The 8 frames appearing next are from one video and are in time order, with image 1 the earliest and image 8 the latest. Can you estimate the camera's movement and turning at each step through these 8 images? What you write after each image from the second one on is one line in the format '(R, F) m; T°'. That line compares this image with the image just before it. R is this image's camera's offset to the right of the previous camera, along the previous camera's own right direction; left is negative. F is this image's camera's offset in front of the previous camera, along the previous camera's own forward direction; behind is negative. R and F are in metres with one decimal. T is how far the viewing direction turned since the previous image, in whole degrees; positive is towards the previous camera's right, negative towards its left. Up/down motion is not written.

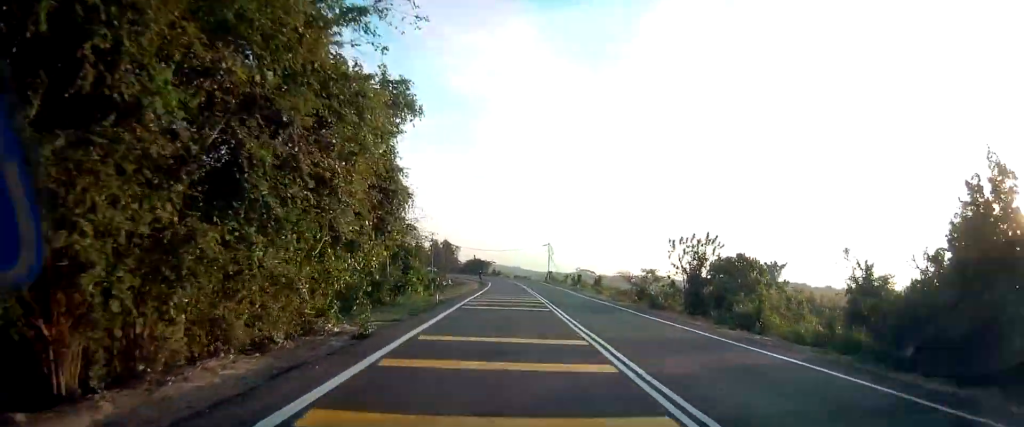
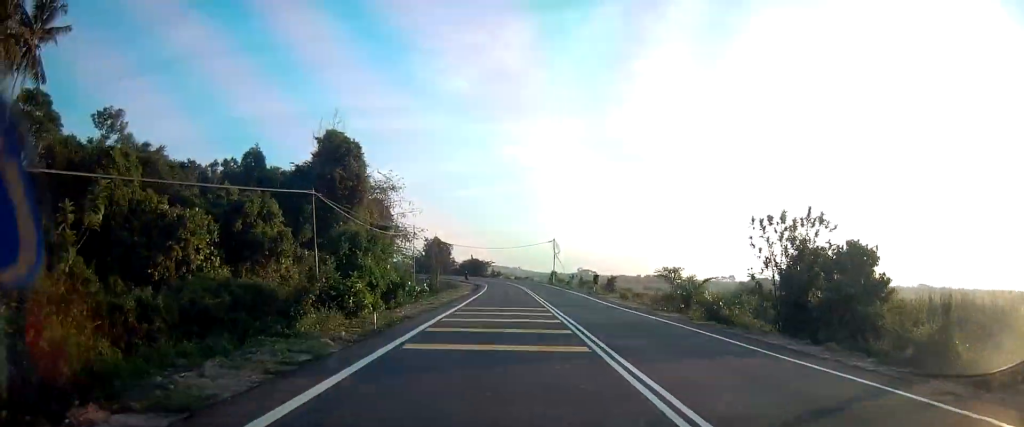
(-0.1, +11.1) m; +1°
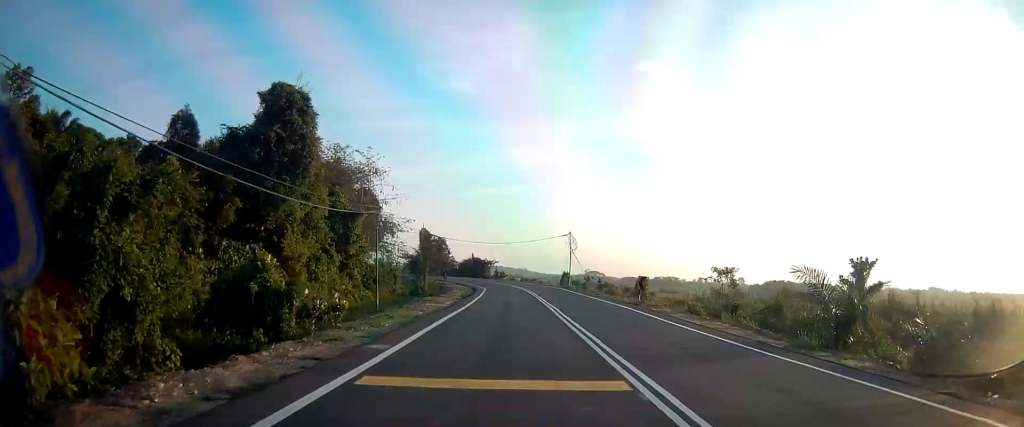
(+0.3, +15.2) m; 0°
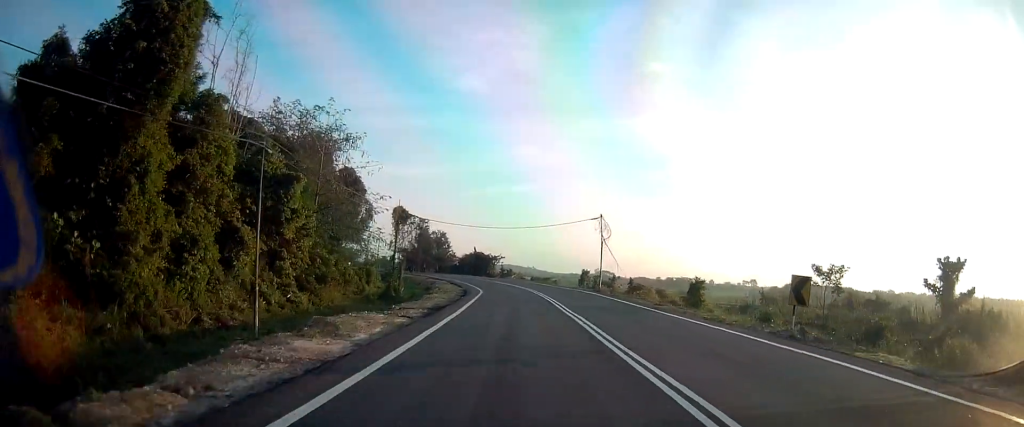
(+0.1, +17.3) m; -1°
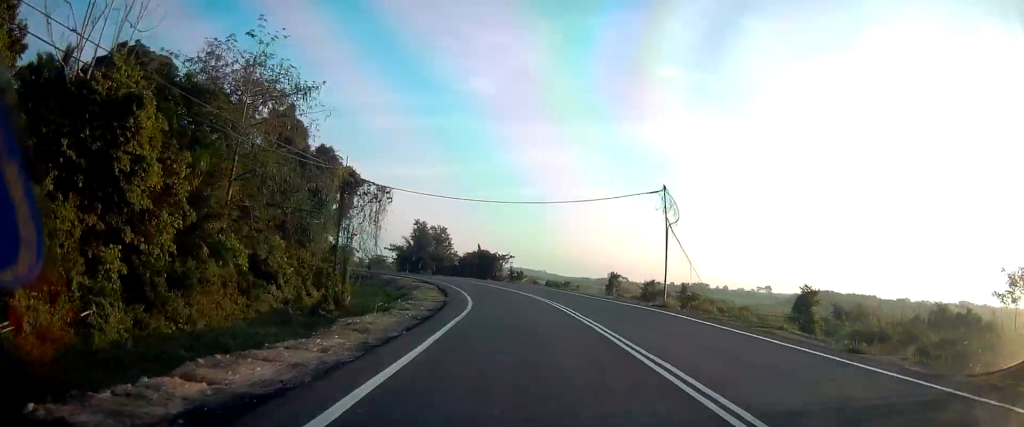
(-0.5, +17.1) m; -2°
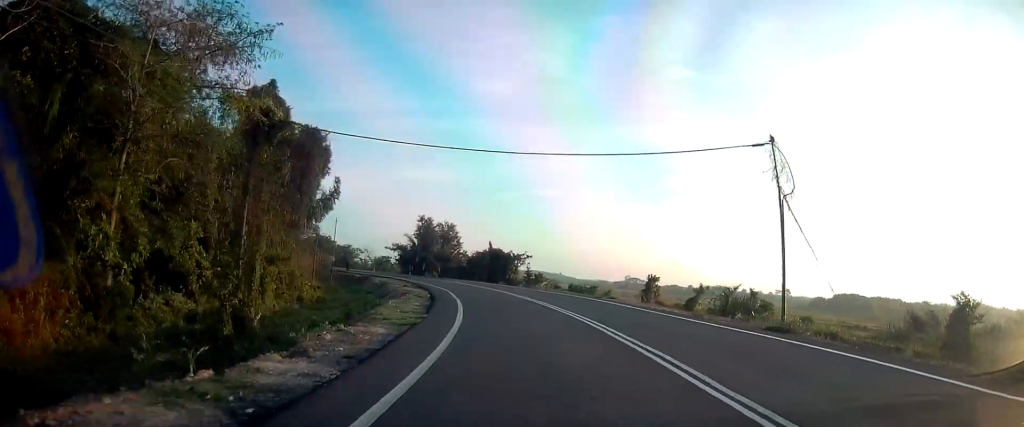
(0.0, +11.8) m; -2°
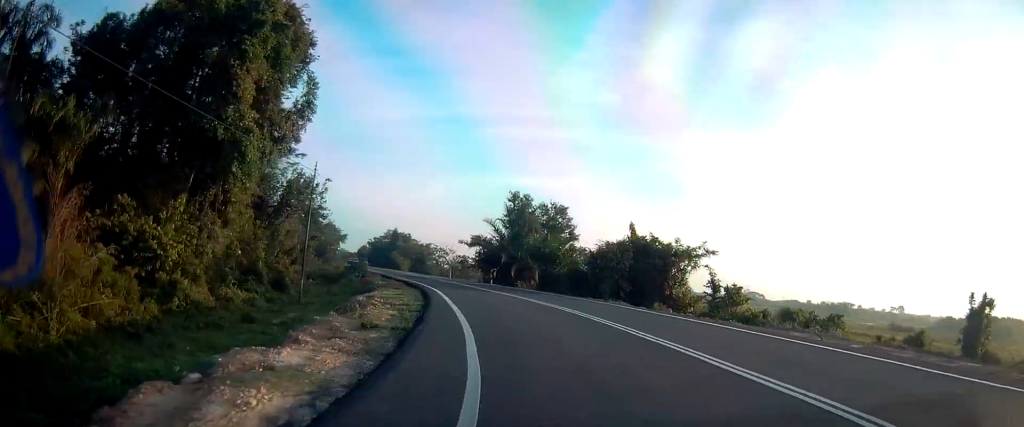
(-2.3, +34.3) m; -9°
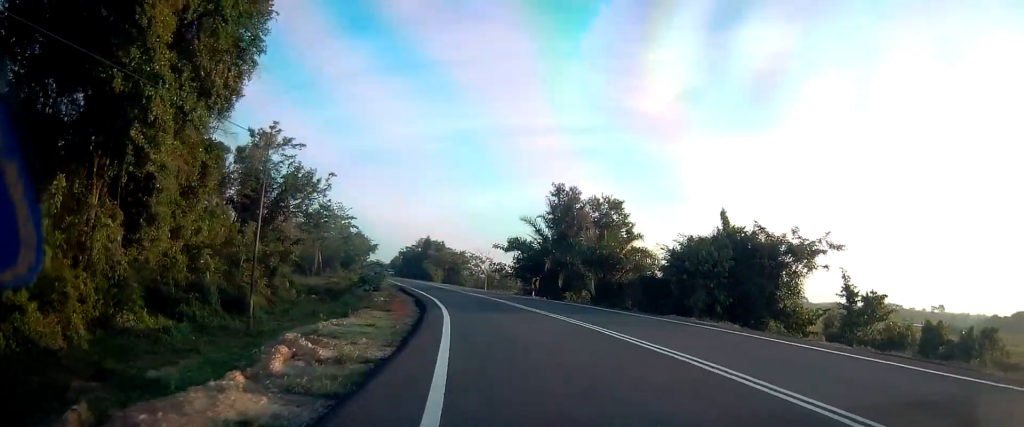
(0.0, +10.3) m; -4°
